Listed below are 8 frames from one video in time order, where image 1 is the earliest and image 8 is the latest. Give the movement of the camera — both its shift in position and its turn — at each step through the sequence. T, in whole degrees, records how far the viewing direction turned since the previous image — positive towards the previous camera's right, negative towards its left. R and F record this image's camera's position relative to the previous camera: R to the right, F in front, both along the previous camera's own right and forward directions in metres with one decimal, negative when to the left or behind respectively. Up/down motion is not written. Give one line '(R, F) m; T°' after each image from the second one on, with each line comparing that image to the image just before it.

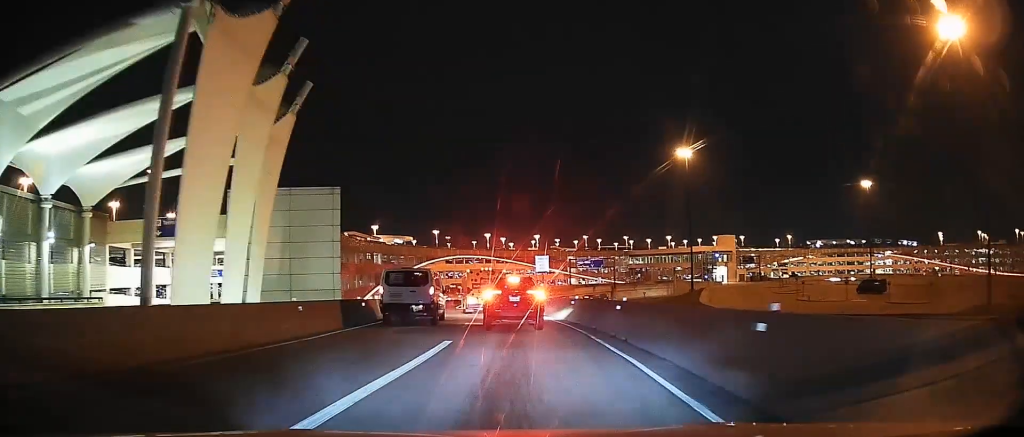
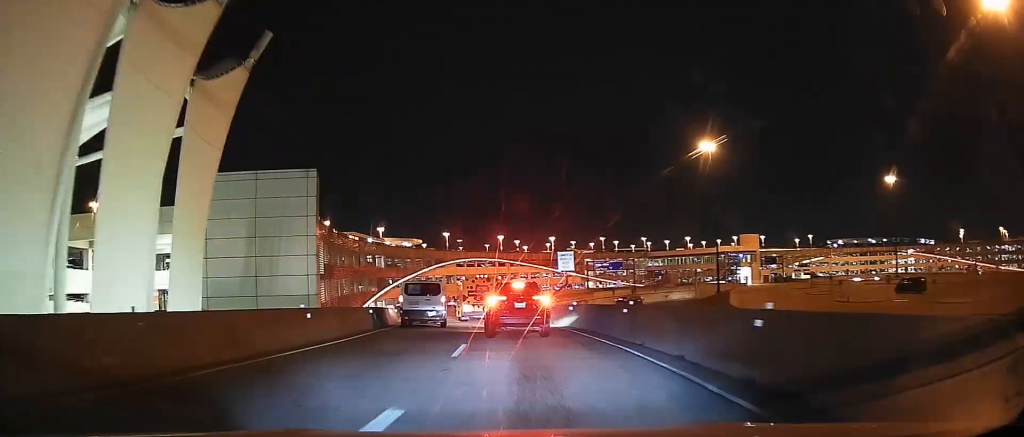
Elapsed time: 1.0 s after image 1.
(+0.3, +8.1) m; -1°
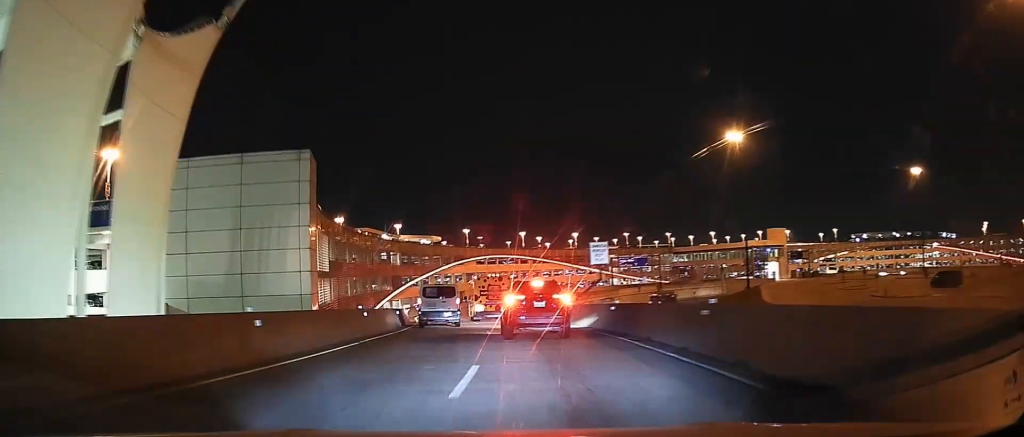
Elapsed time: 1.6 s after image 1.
(-0.2, +4.6) m; -3°
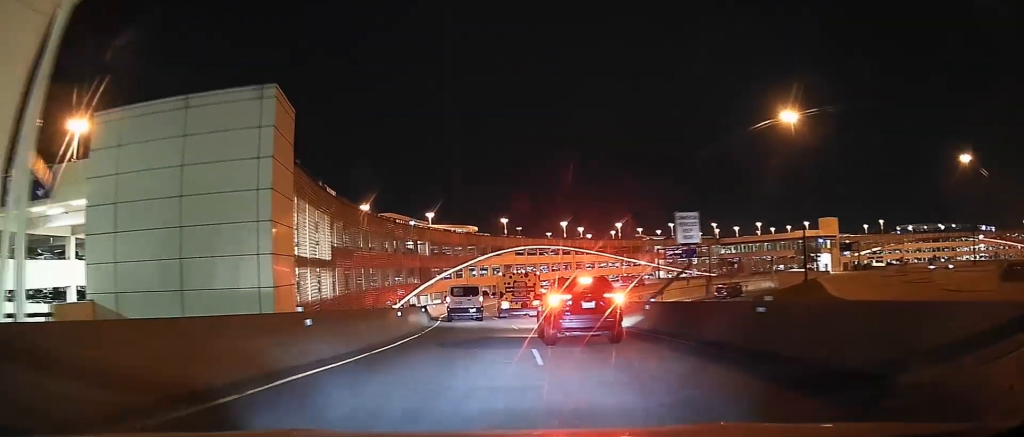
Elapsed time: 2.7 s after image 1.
(-0.4, +8.9) m; -4°
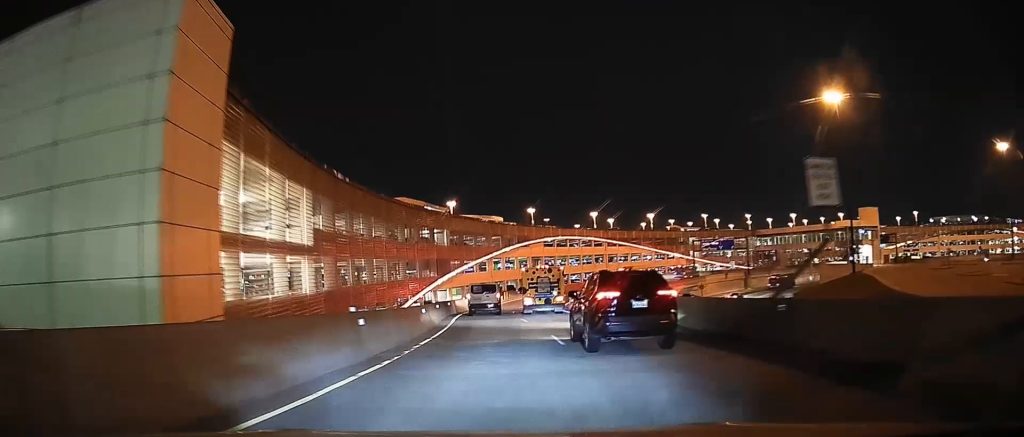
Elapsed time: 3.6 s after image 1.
(-0.1, +8.0) m; -3°
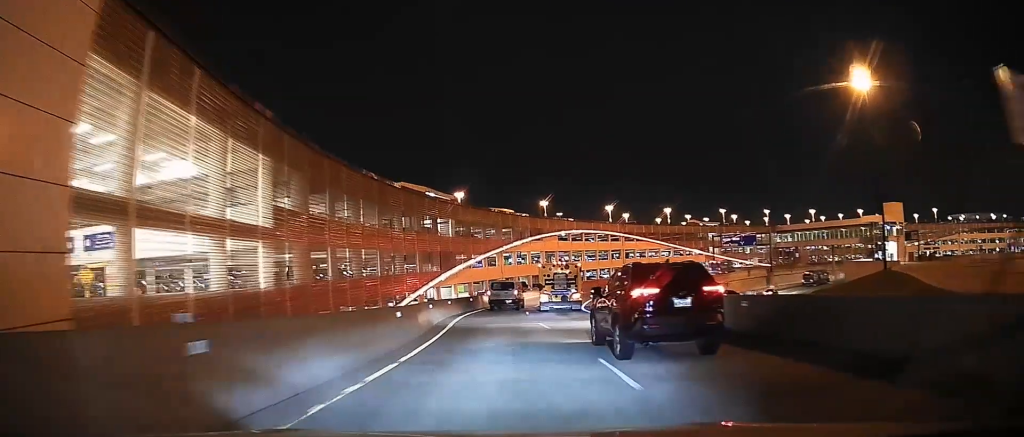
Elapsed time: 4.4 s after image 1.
(-0.2, +6.2) m; -1°
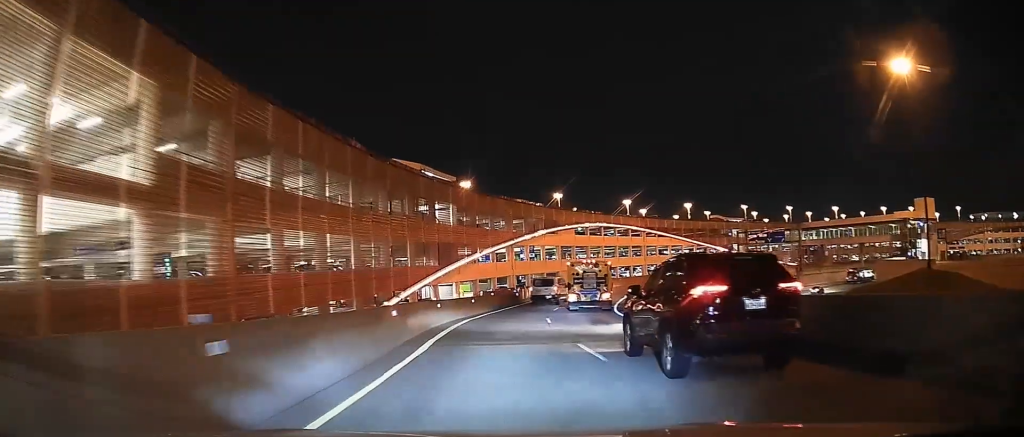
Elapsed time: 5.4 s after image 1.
(0.0, +8.9) m; 0°
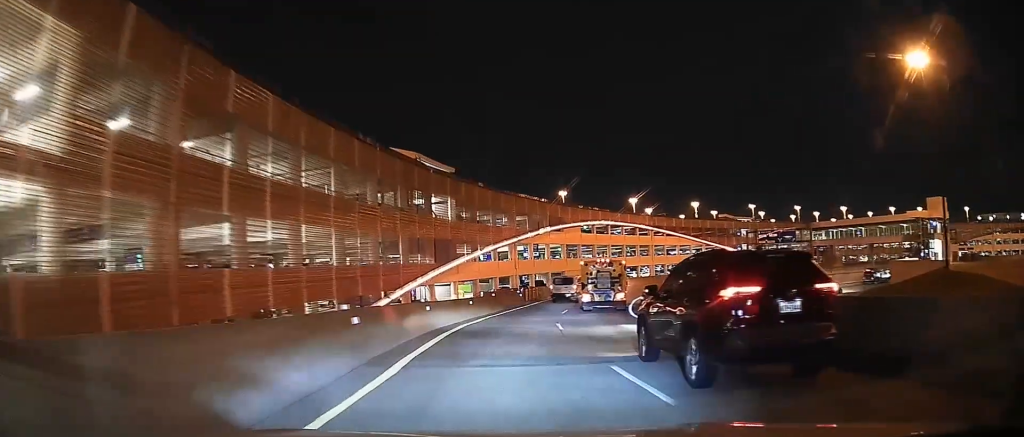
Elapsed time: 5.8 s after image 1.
(+0.1, +3.7) m; 0°
